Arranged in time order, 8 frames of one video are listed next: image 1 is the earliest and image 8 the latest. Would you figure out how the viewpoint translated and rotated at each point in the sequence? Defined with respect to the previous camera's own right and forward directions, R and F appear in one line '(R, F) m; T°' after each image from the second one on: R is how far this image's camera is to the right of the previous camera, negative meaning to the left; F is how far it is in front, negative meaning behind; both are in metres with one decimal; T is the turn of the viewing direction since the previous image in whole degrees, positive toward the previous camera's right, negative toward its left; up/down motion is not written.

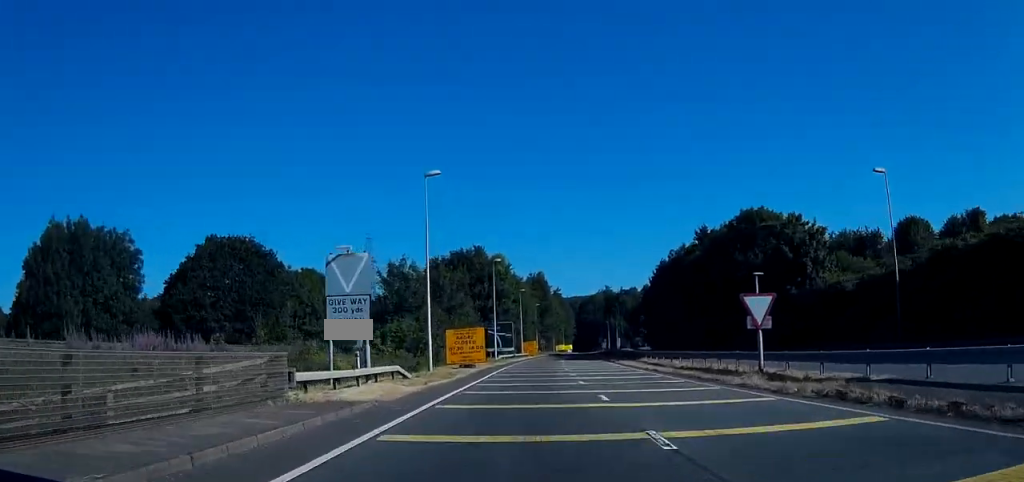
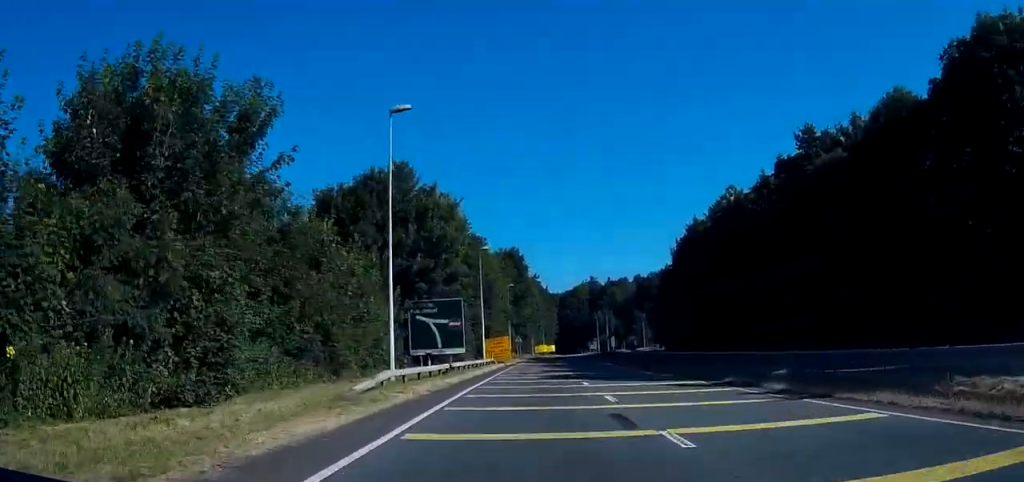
(+0.8, +50.1) m; +2°
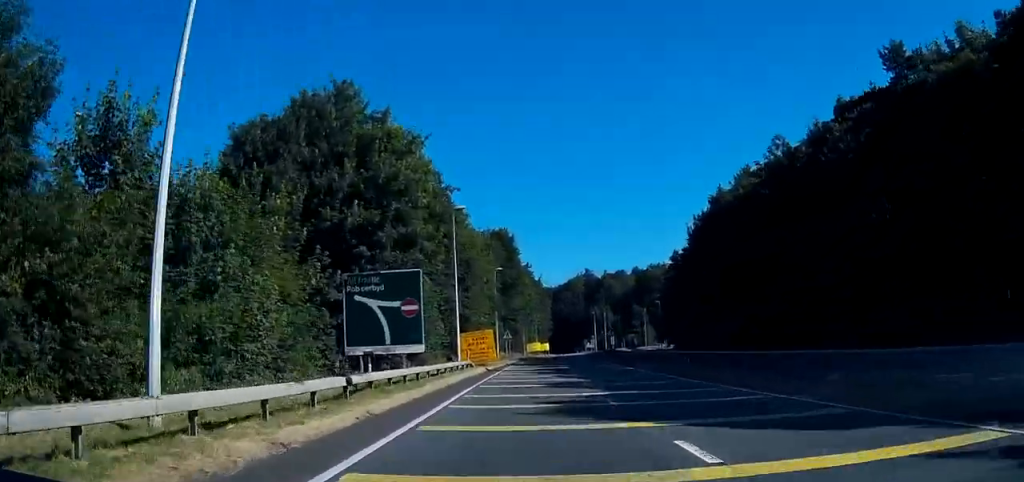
(+0.1, +17.7) m; +2°
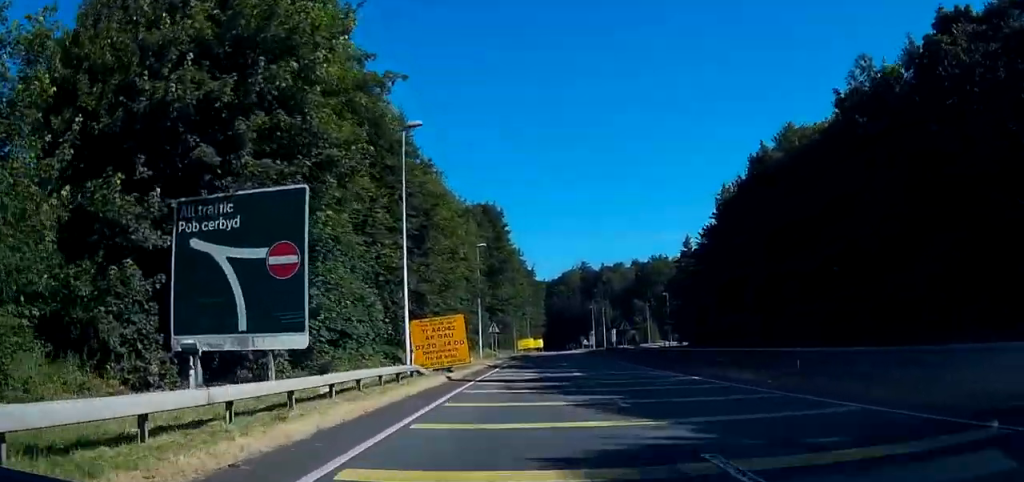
(+0.6, +18.4) m; +2°
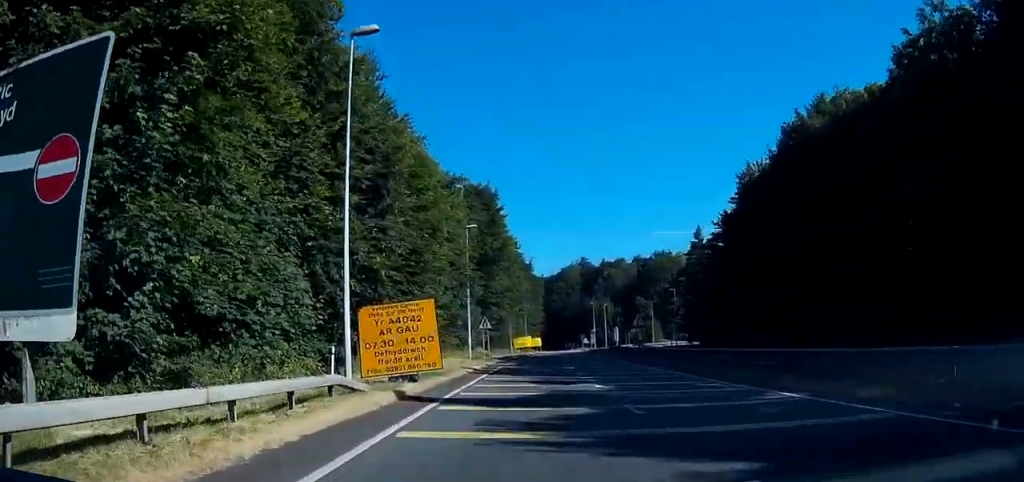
(+0.1, +9.9) m; 0°
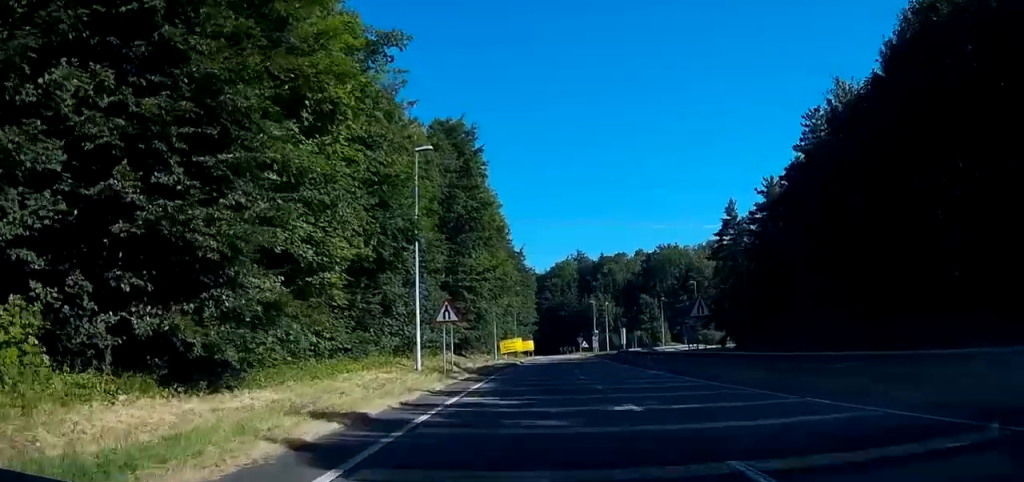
(-0.4, +23.4) m; -2°
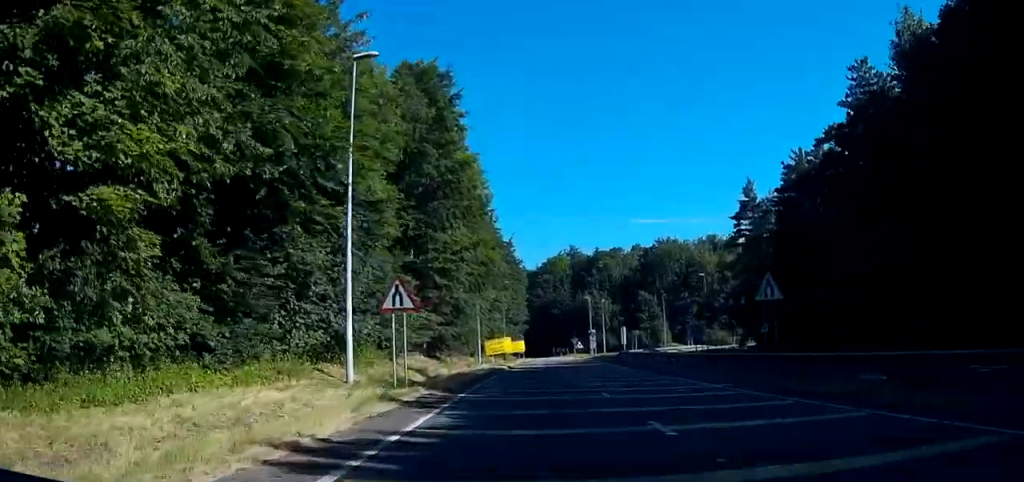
(-0.1, +11.4) m; 0°
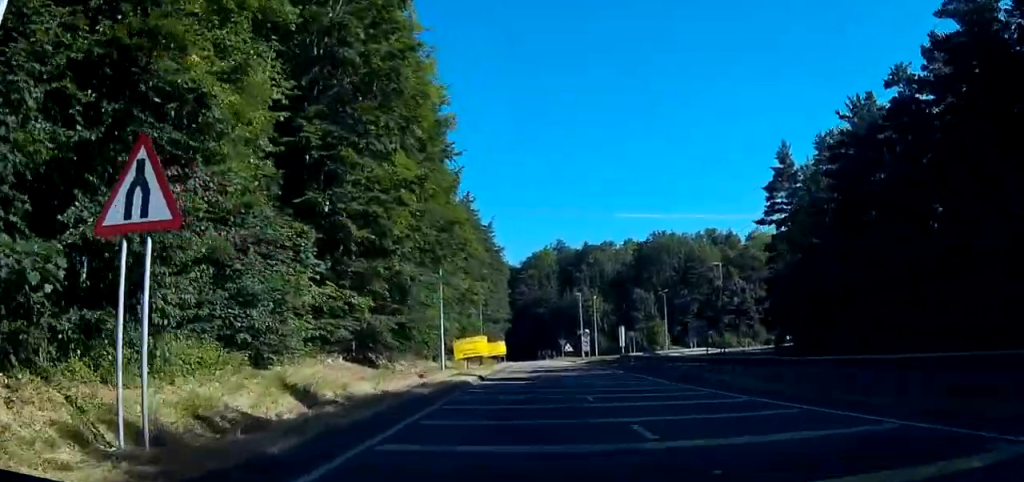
(+0.1, +15.6) m; +1°
